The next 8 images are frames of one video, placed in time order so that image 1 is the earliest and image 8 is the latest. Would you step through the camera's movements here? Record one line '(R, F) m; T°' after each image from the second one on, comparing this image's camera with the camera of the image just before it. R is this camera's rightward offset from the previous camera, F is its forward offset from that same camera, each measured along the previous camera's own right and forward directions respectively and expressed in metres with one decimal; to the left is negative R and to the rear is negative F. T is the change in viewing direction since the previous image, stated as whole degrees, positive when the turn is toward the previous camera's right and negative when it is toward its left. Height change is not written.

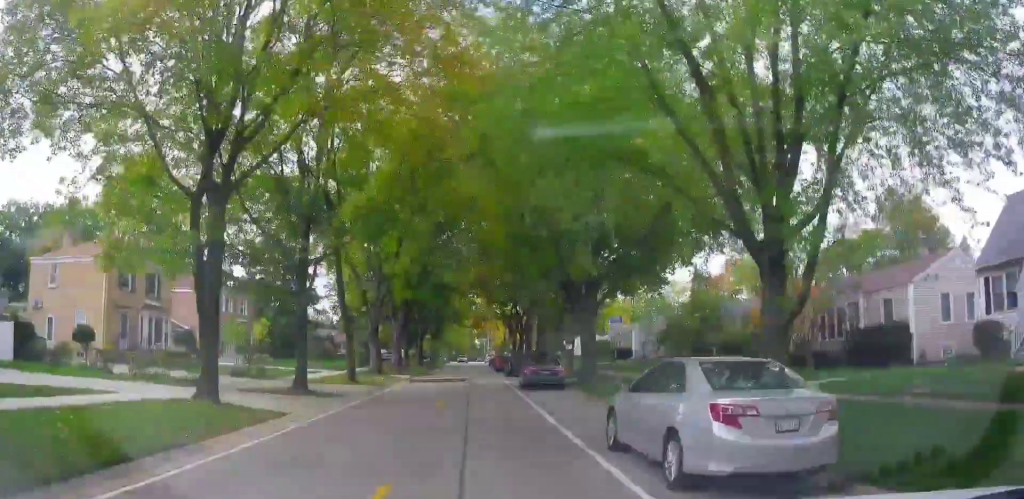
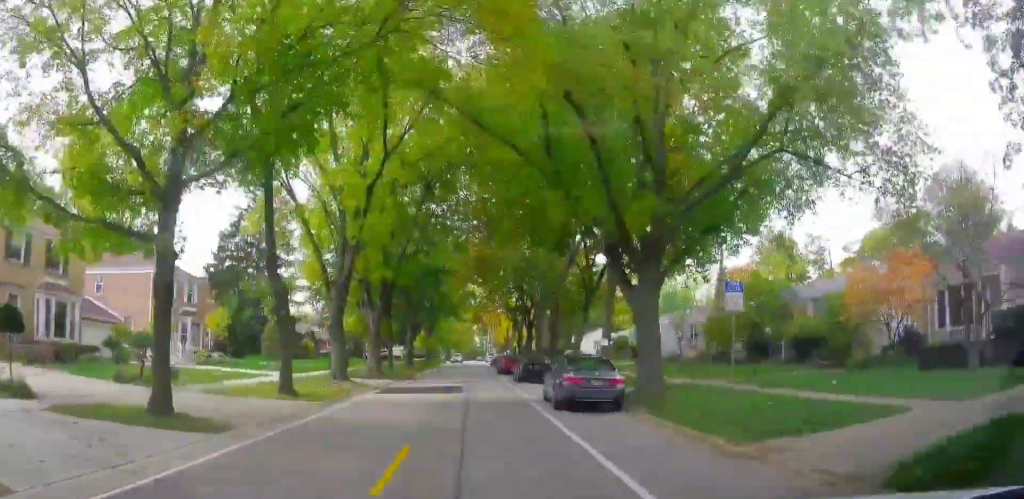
(0.0, +10.4) m; 0°
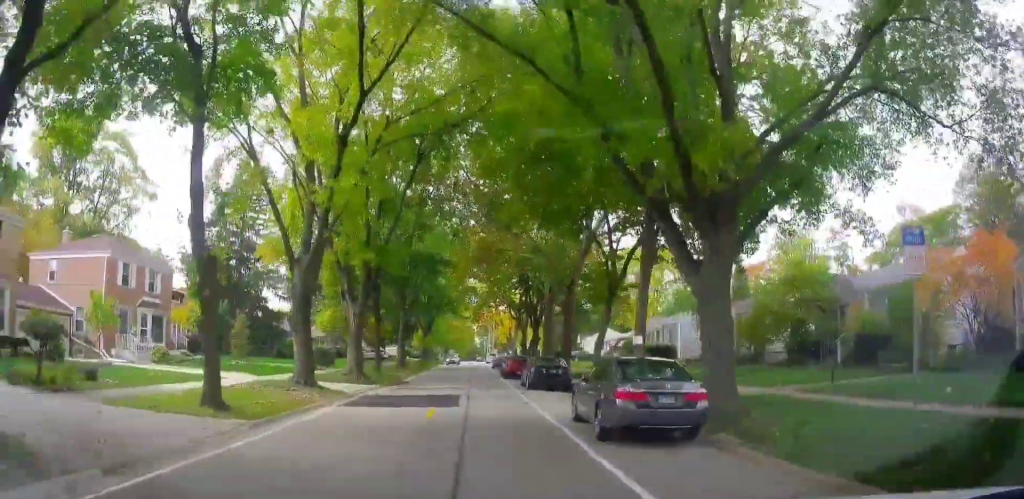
(0.0, +5.8) m; -1°
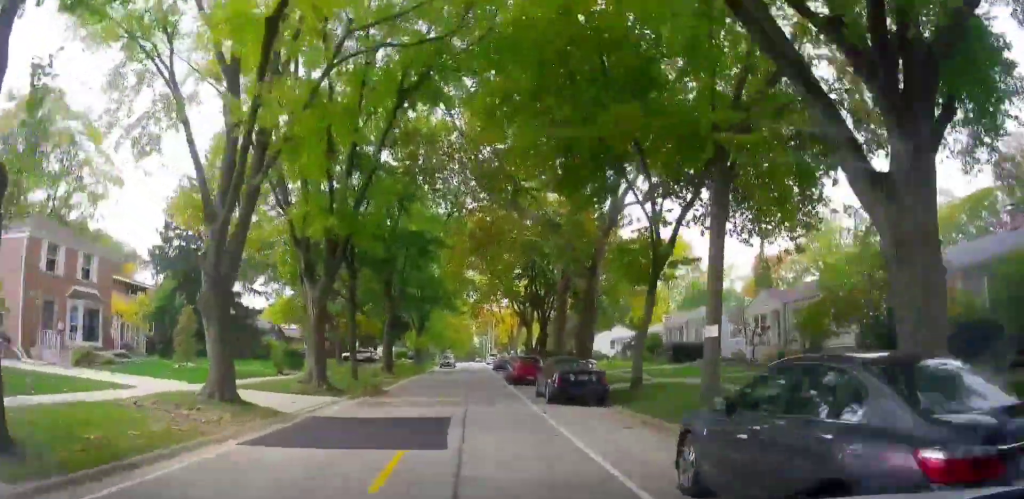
(+0.1, +7.6) m; -2°
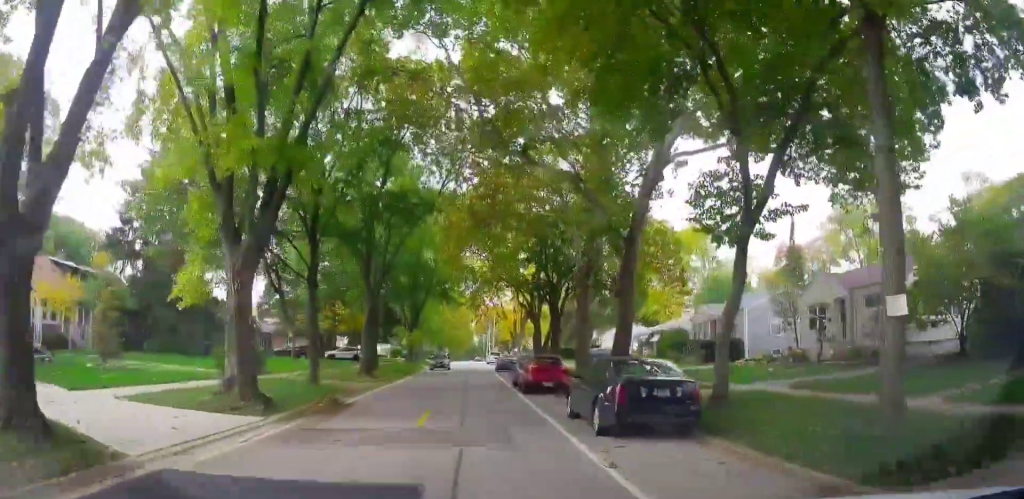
(-0.4, +7.9) m; -2°
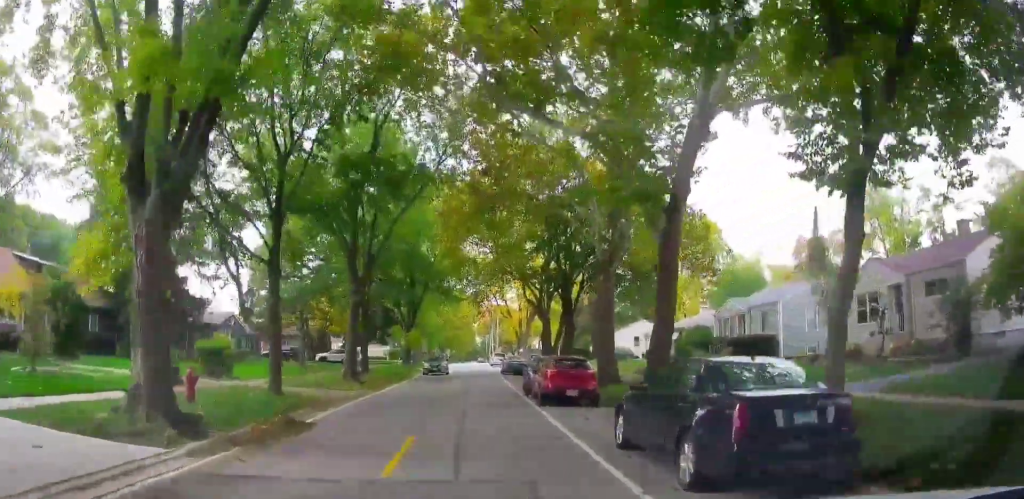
(-0.1, +5.0) m; -1°
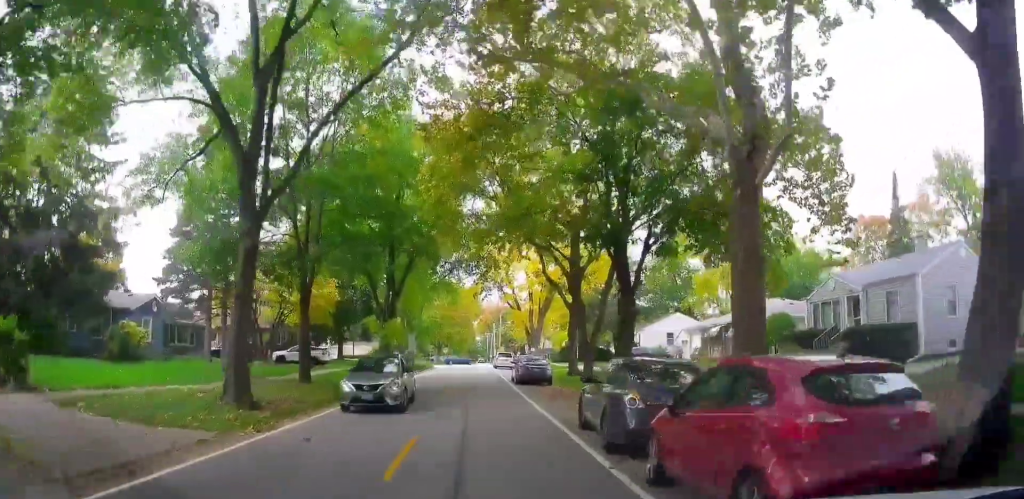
(0.0, +14.1) m; -1°
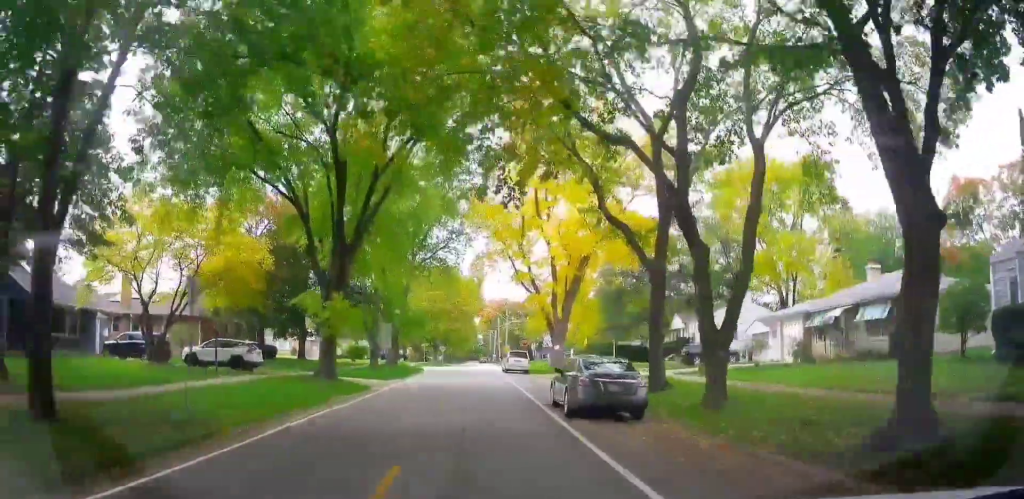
(+0.2, +16.3) m; +6°
